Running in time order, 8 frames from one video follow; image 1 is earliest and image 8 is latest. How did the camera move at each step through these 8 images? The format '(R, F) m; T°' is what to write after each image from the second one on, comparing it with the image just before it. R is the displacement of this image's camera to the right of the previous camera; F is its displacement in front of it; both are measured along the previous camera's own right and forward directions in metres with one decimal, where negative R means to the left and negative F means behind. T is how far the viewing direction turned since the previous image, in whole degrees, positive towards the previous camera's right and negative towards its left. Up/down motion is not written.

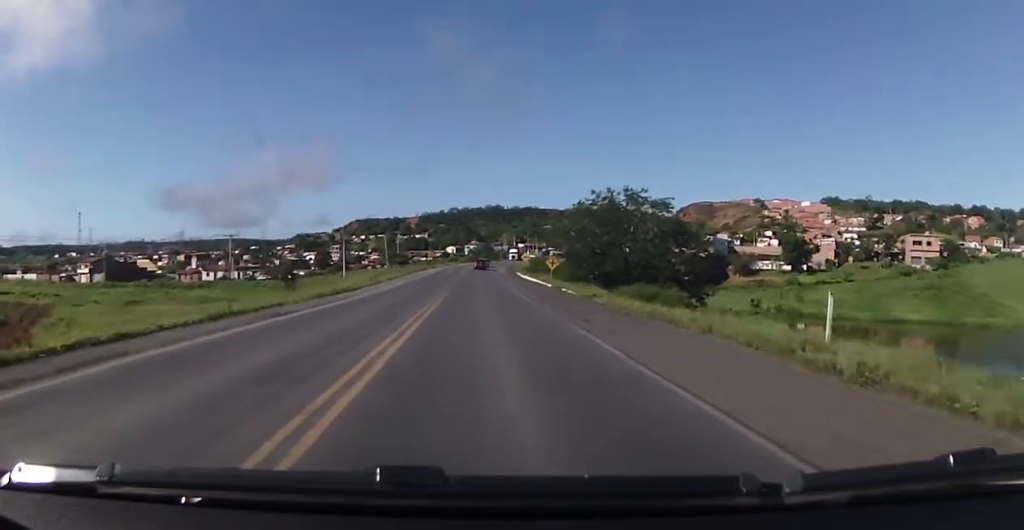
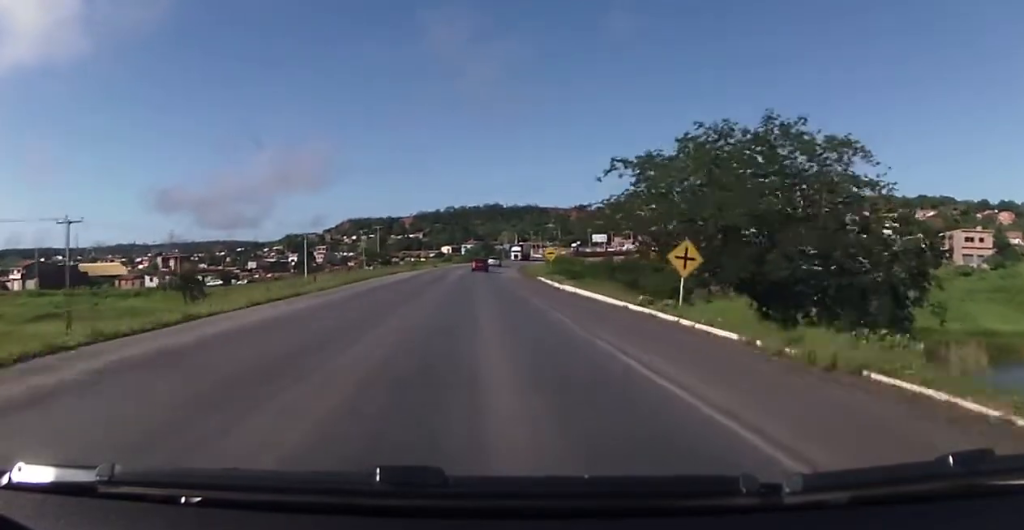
(+0.2, +36.4) m; +1°
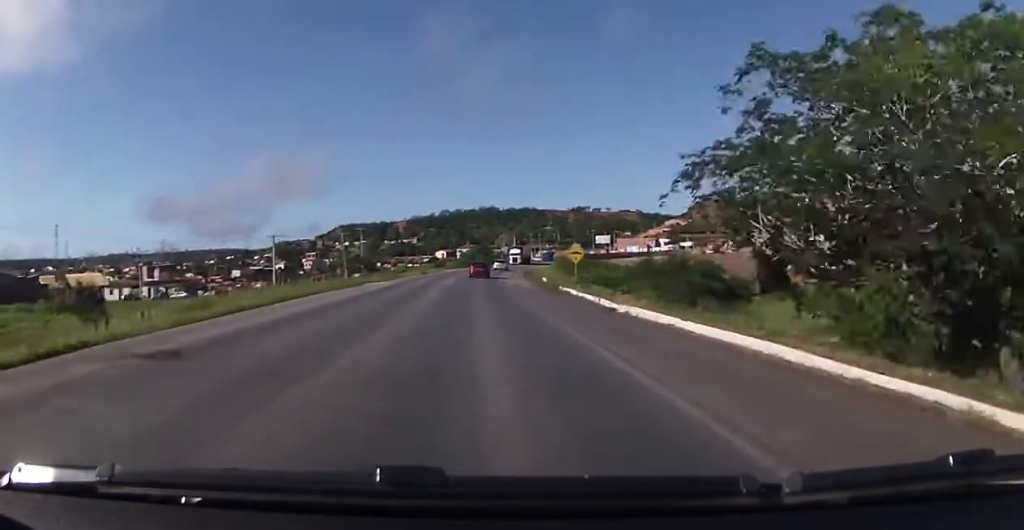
(+0.2, +19.5) m; 0°
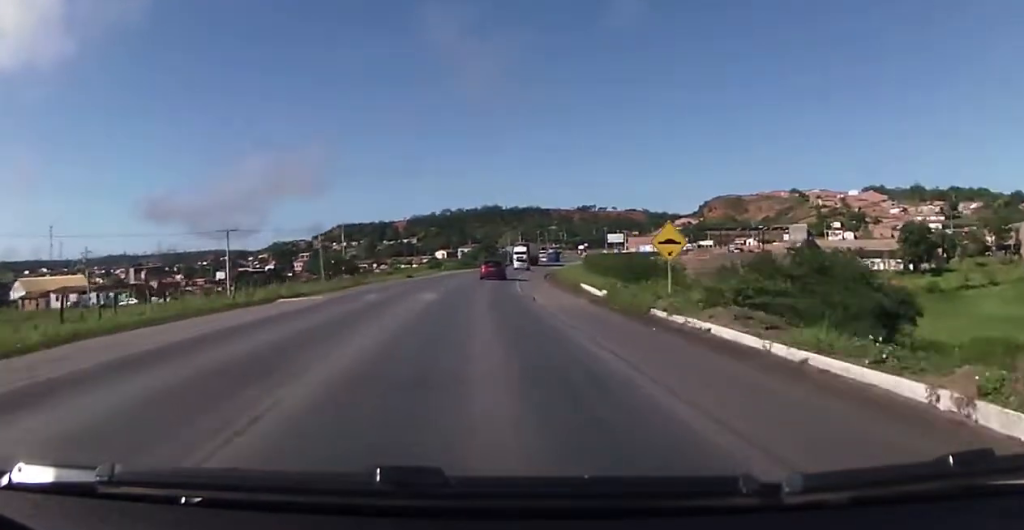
(-0.2, +25.2) m; -1°
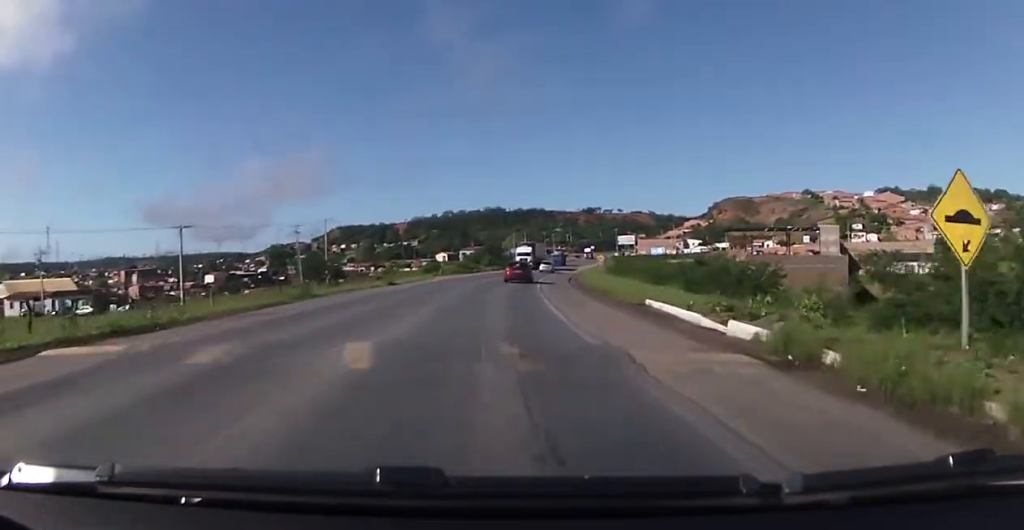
(0.0, +16.7) m; -1°
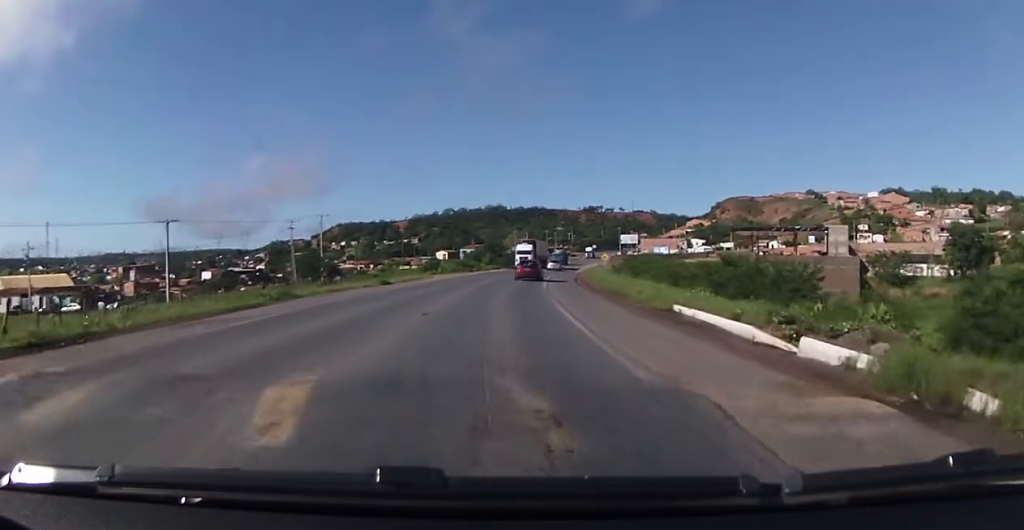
(-0.1, +4.7) m; -1°
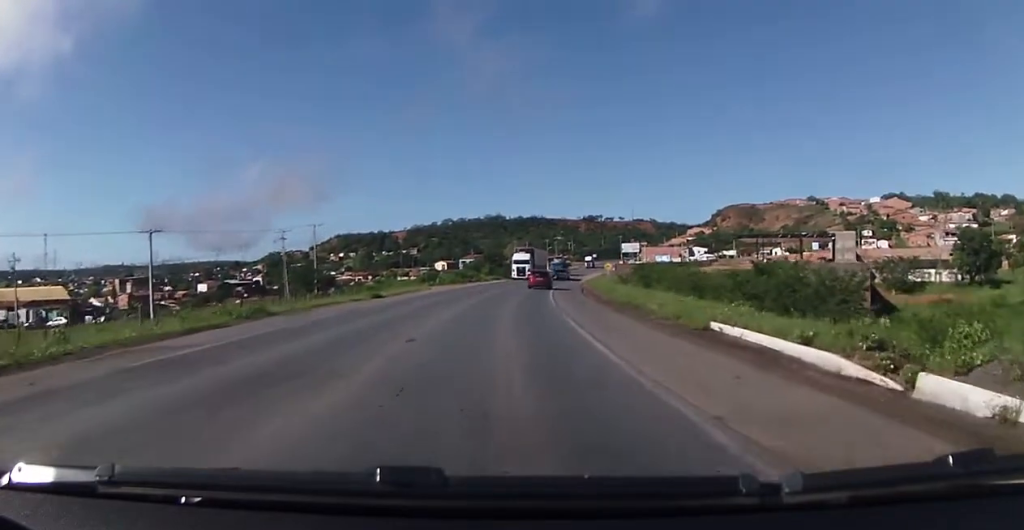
(0.0, +5.1) m; -2°
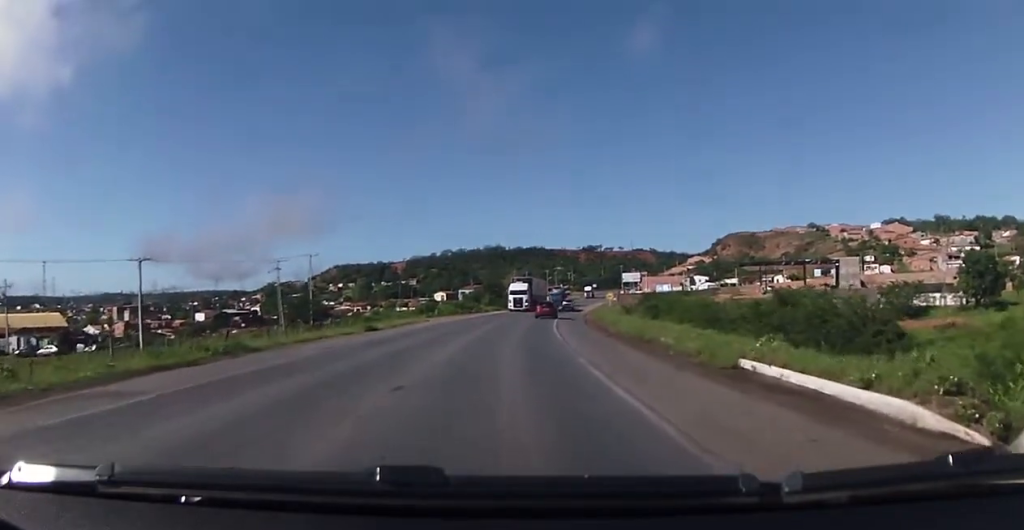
(+0.1, +3.1) m; -1°
